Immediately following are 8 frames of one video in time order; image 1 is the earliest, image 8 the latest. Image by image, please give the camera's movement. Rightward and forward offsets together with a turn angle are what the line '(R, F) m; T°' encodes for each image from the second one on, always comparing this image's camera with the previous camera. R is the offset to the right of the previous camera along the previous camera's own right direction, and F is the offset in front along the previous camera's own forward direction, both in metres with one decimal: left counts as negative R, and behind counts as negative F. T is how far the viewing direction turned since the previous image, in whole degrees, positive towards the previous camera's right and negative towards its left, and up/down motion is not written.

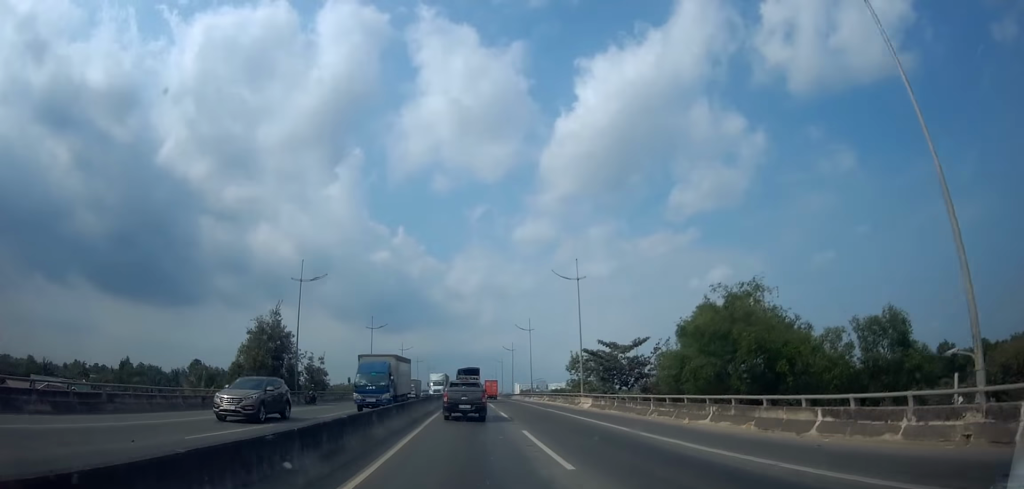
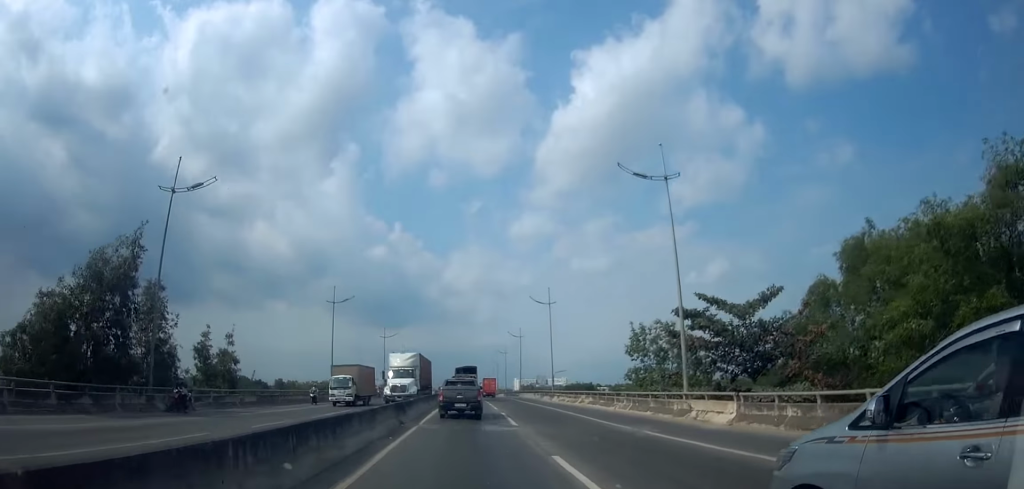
(0.0, +19.8) m; 0°
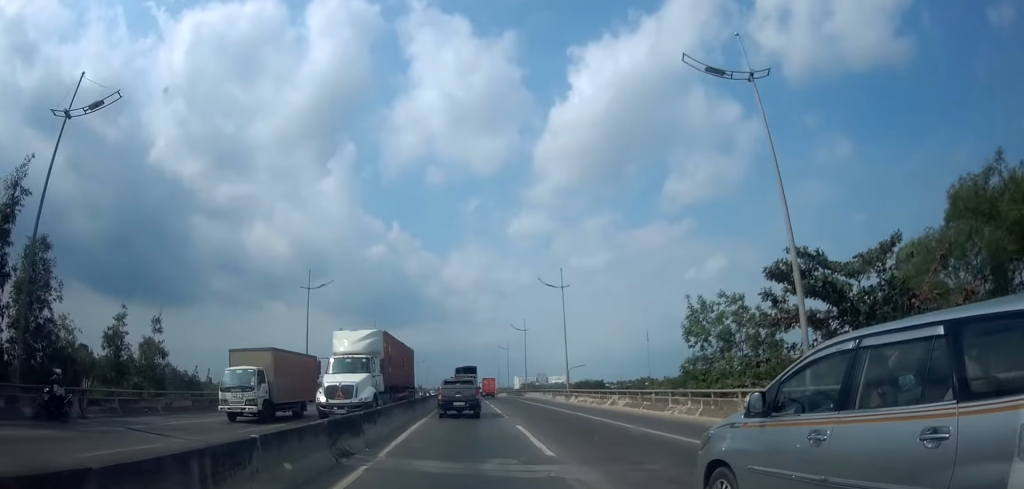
(+0.3, +8.0) m; +2°
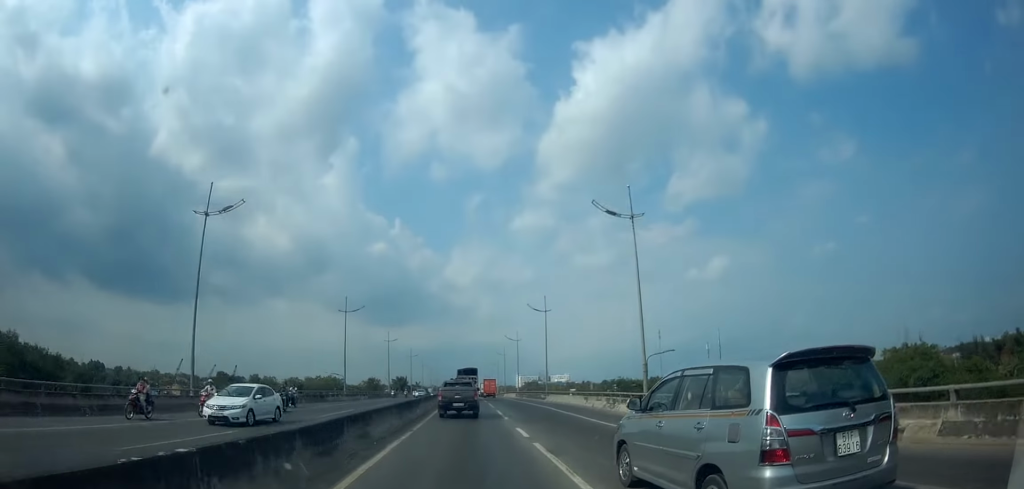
(+0.6, +19.9) m; -2°
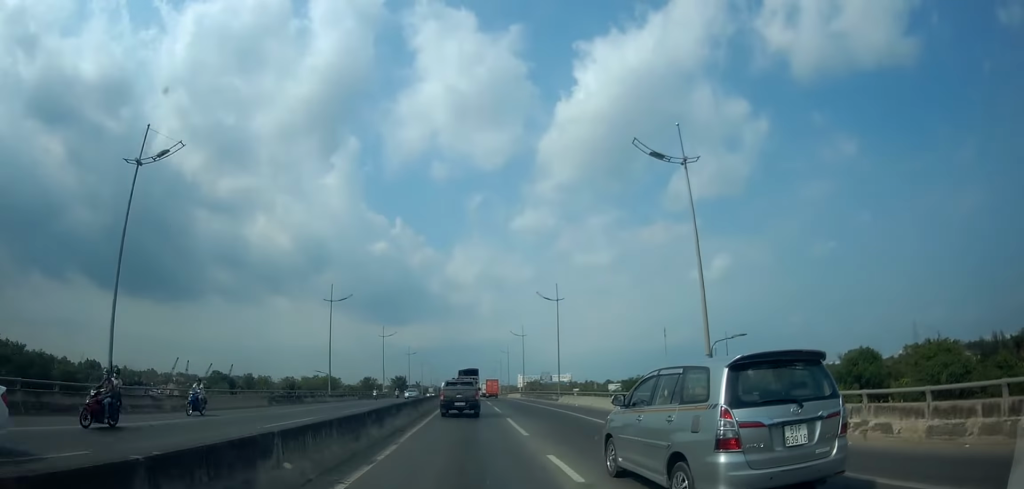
(-0.5, +7.2) m; 0°
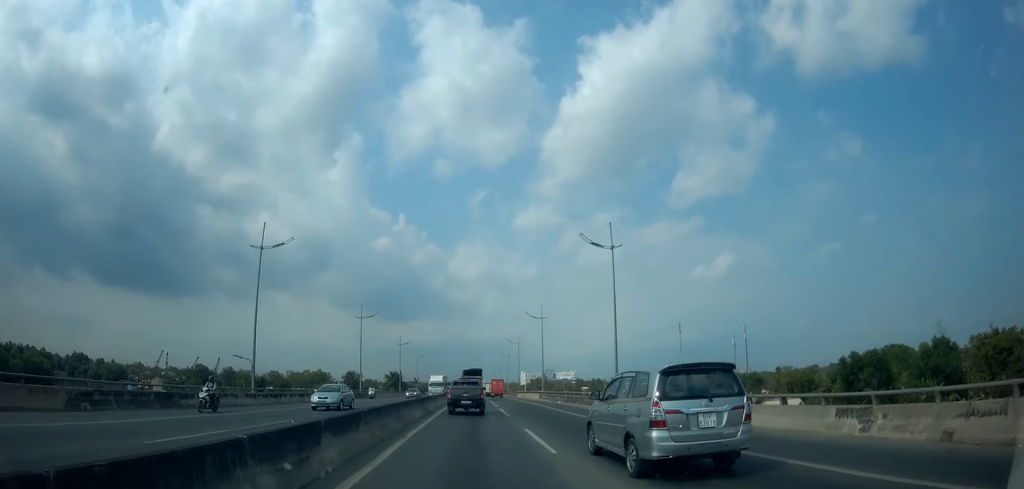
(+0.4, +19.1) m; 0°
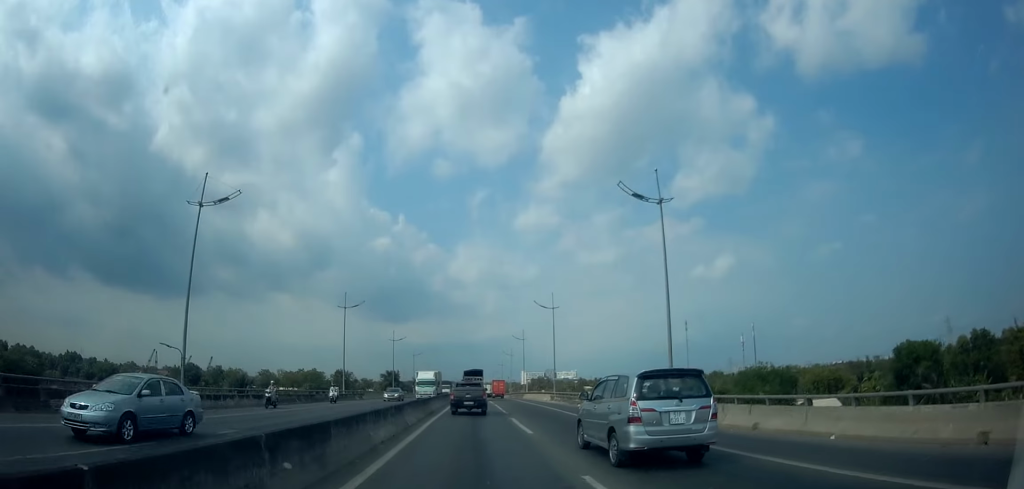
(-0.6, +8.4) m; 0°
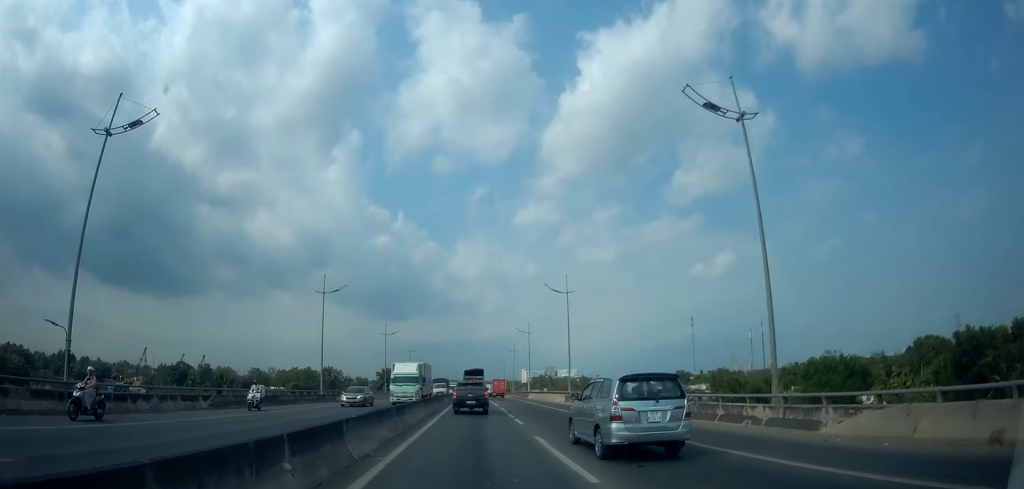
(+0.4, +8.2) m; 0°
